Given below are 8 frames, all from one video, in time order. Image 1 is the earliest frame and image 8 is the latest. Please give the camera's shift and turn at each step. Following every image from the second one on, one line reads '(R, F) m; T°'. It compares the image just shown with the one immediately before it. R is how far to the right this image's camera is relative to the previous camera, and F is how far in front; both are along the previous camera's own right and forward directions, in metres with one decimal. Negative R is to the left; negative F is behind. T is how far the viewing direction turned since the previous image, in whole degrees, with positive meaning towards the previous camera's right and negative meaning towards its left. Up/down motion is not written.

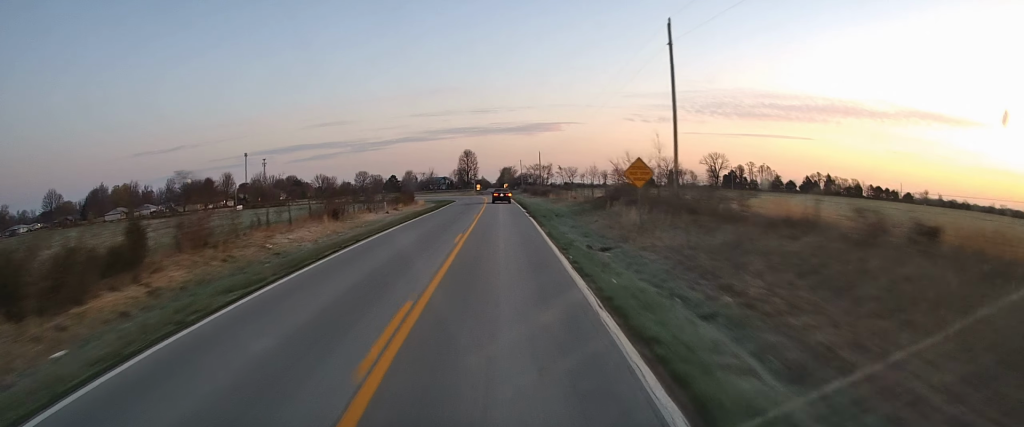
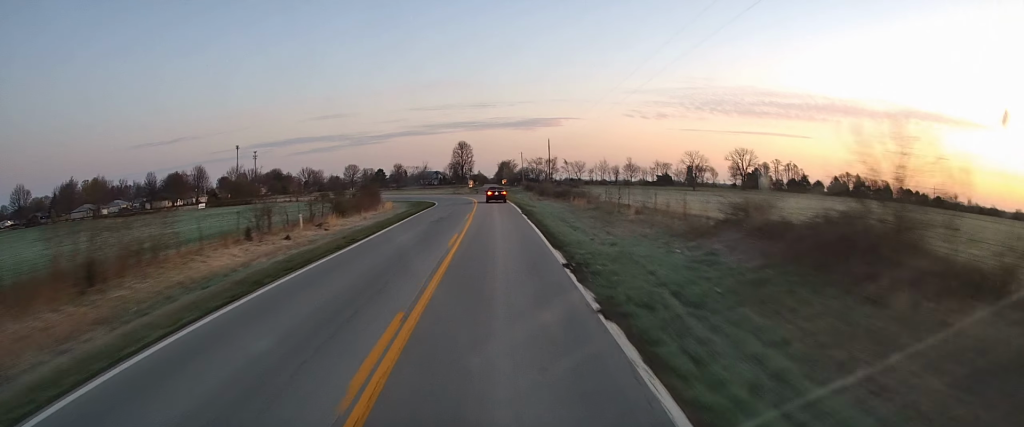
(0.0, +27.1) m; +1°
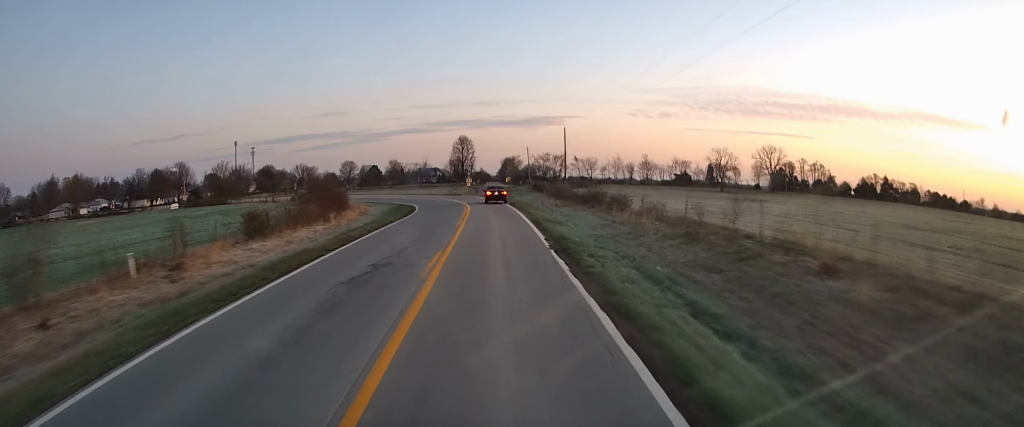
(+0.1, +19.2) m; +1°
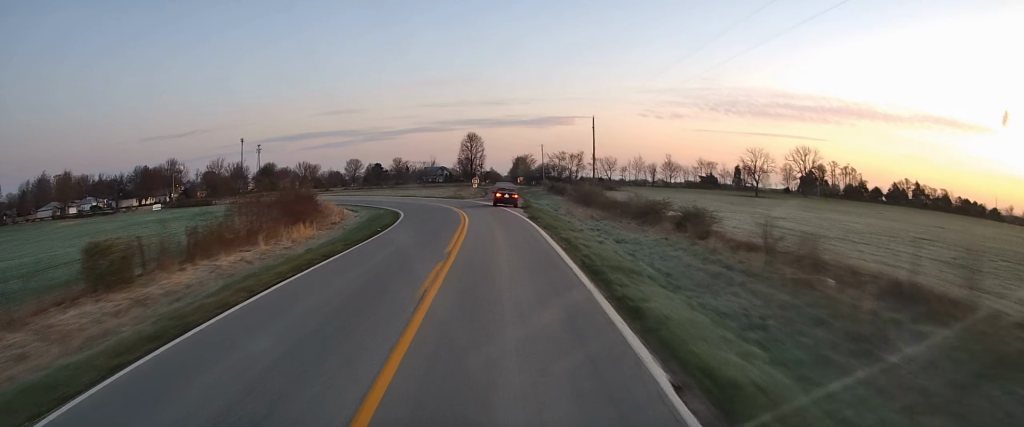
(+0.6, +15.8) m; +1°
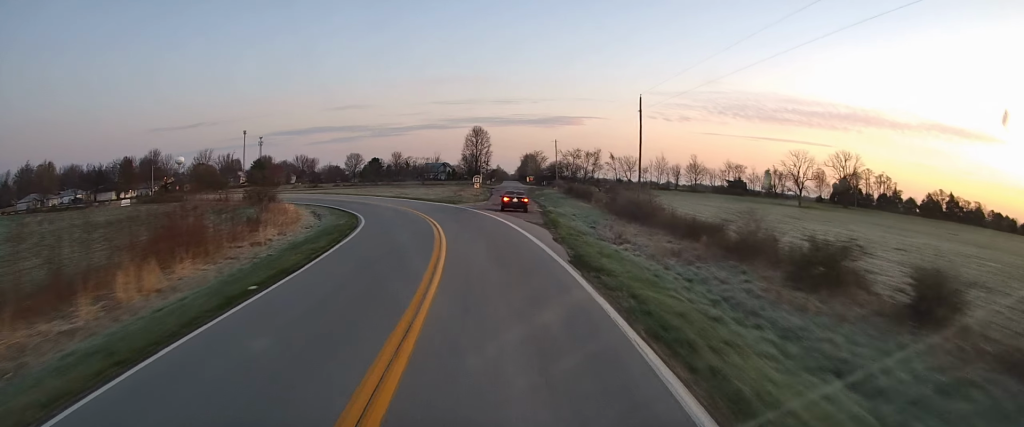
(-0.5, +19.1) m; -2°
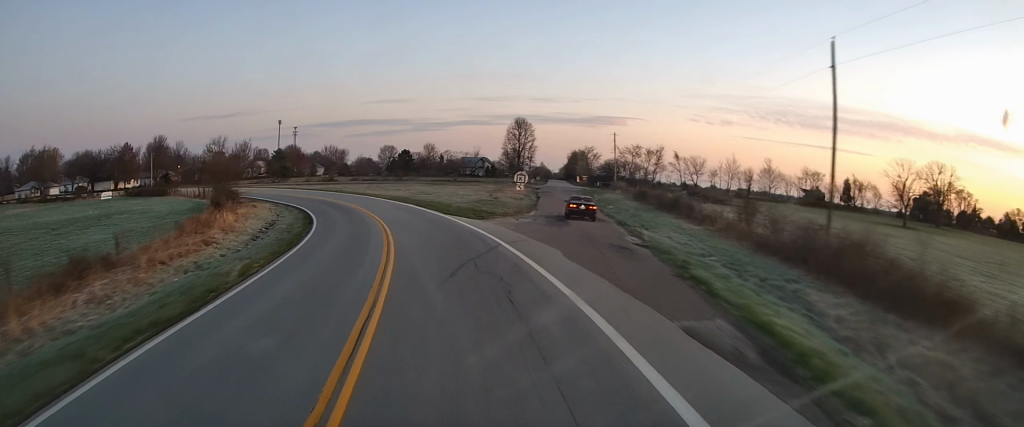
(-0.6, +25.2) m; -2°
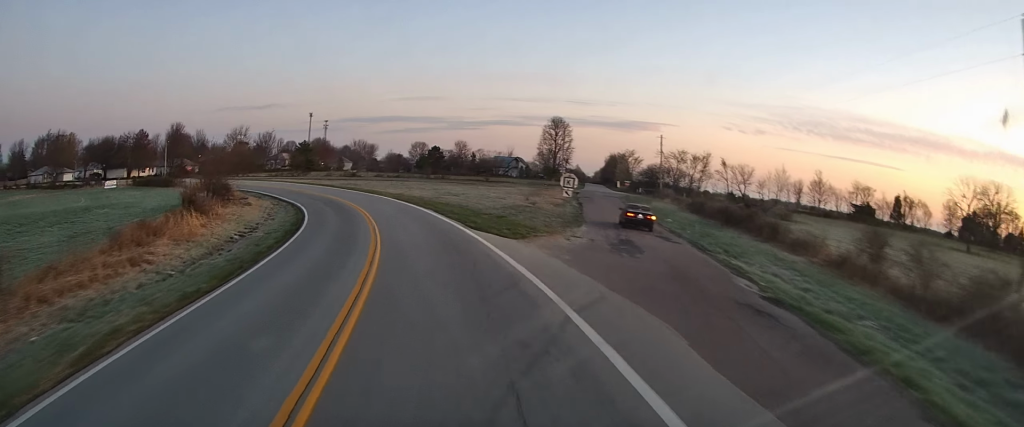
(0.0, +9.9) m; 0°
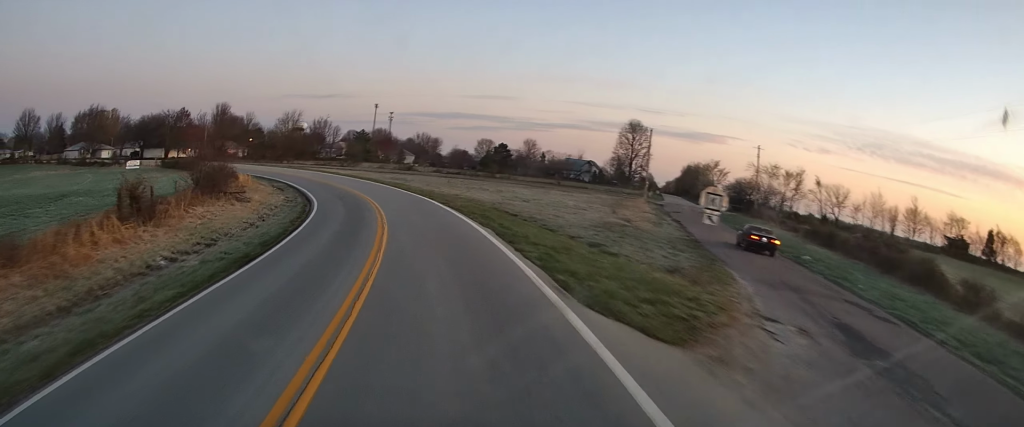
(0.0, +14.1) m; -1°
